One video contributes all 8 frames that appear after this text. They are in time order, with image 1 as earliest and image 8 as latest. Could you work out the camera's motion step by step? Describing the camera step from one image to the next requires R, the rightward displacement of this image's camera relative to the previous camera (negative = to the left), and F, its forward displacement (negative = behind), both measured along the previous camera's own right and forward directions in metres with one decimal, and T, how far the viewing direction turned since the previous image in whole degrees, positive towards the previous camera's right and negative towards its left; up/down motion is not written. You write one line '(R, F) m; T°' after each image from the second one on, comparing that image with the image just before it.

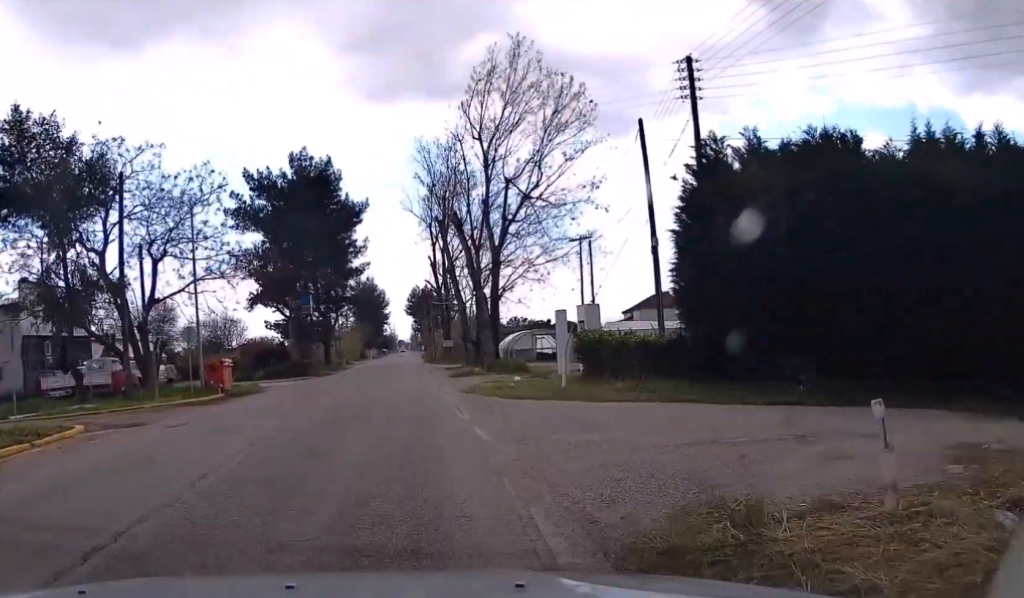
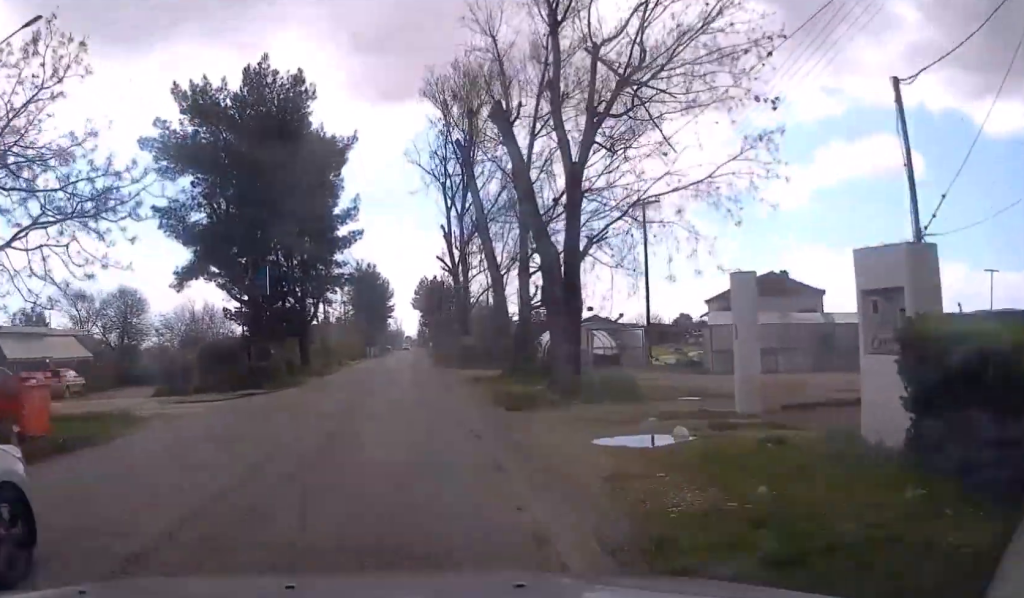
(0.0, +16.9) m; 0°
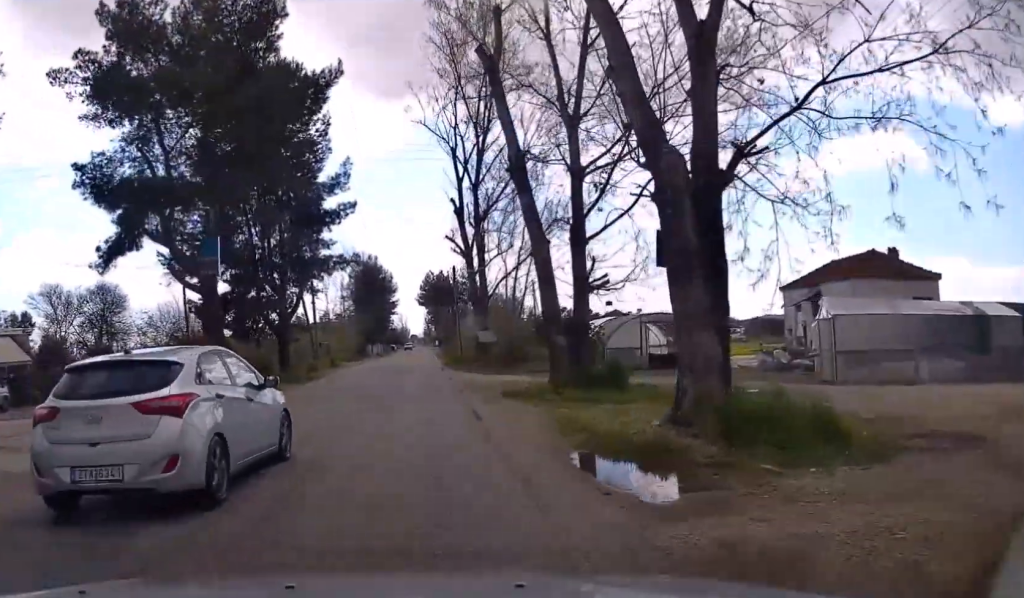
(0.0, +9.4) m; 0°
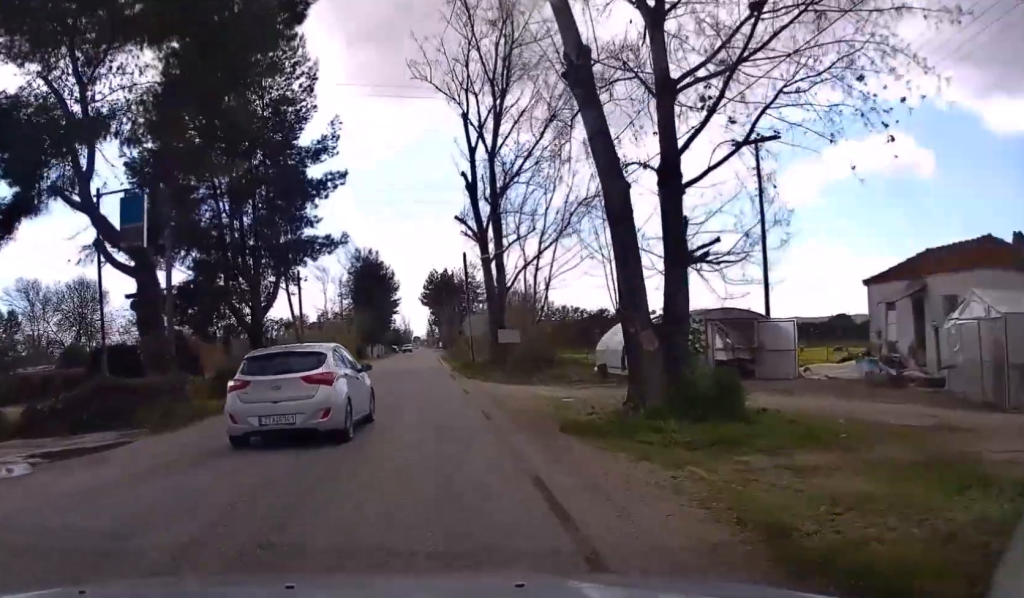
(0.0, +7.1) m; 0°
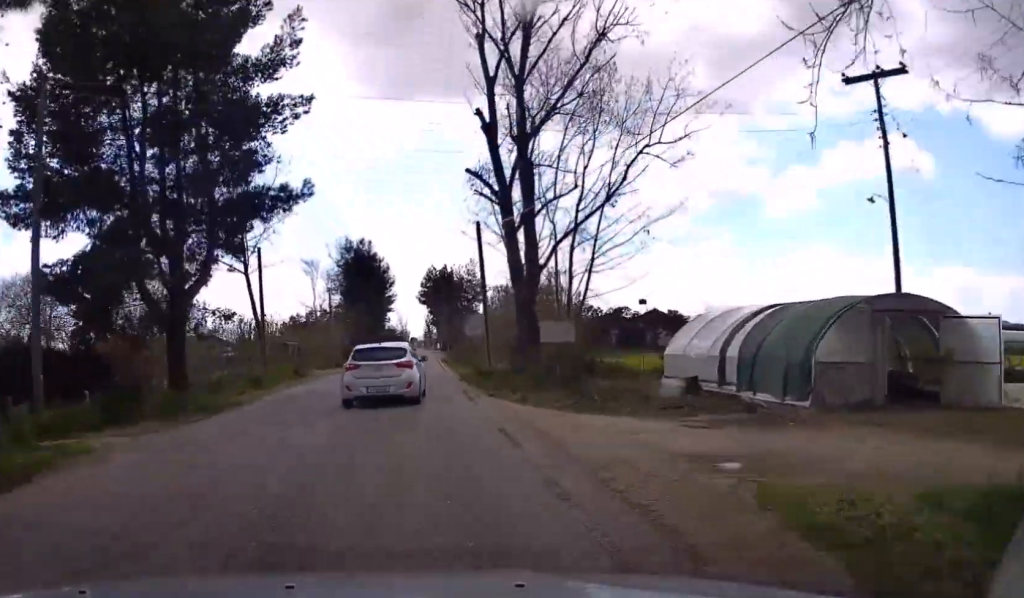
(0.0, +9.9) m; 0°
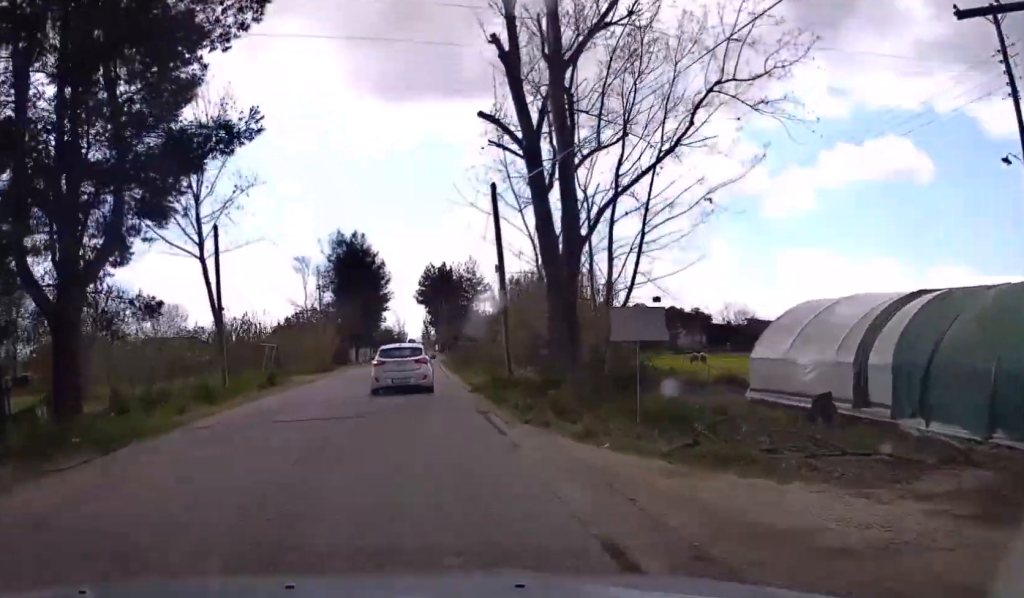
(0.0, +6.7) m; 0°
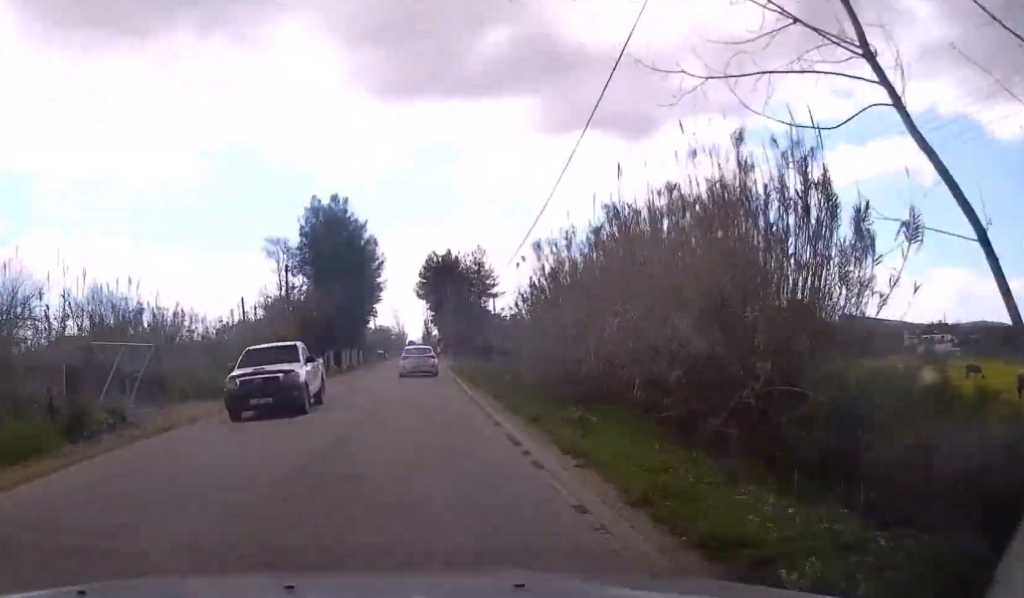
(+0.1, +20.2) m; +1°
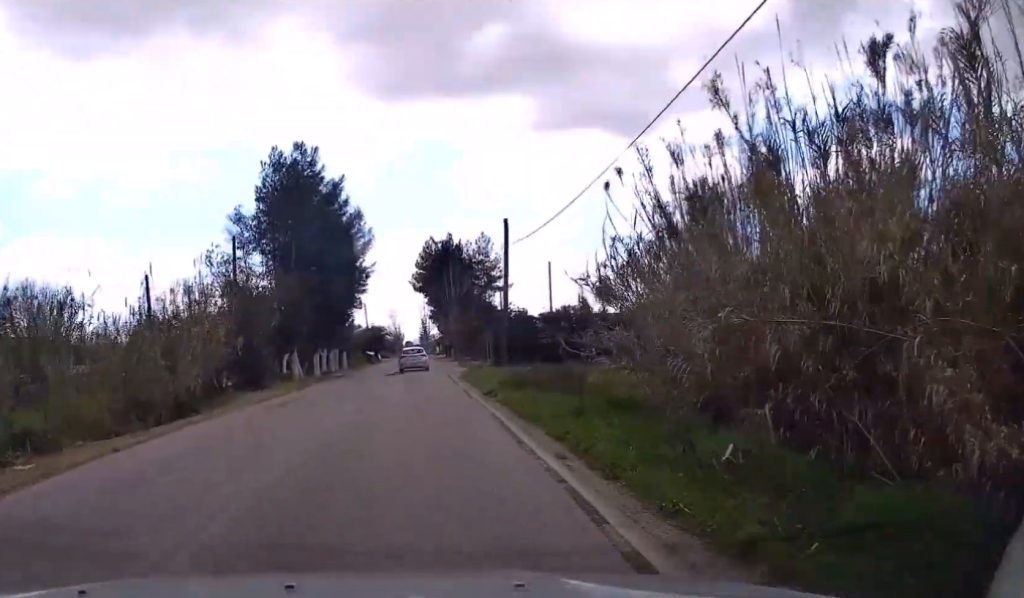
(+0.1, +16.5) m; 0°
